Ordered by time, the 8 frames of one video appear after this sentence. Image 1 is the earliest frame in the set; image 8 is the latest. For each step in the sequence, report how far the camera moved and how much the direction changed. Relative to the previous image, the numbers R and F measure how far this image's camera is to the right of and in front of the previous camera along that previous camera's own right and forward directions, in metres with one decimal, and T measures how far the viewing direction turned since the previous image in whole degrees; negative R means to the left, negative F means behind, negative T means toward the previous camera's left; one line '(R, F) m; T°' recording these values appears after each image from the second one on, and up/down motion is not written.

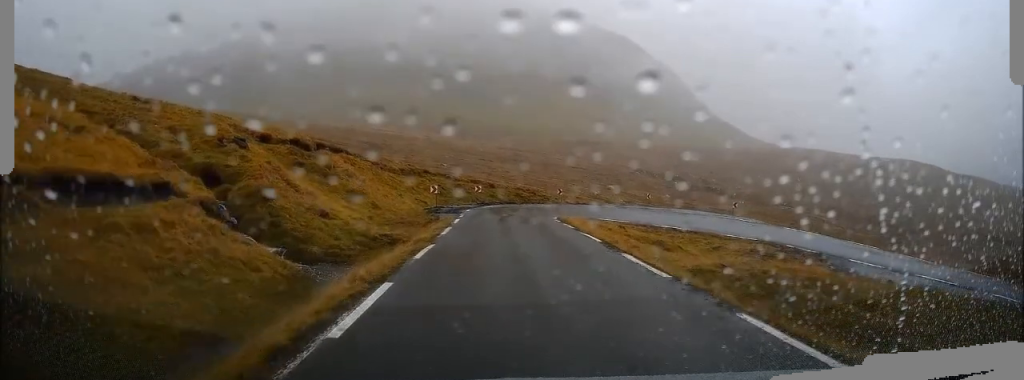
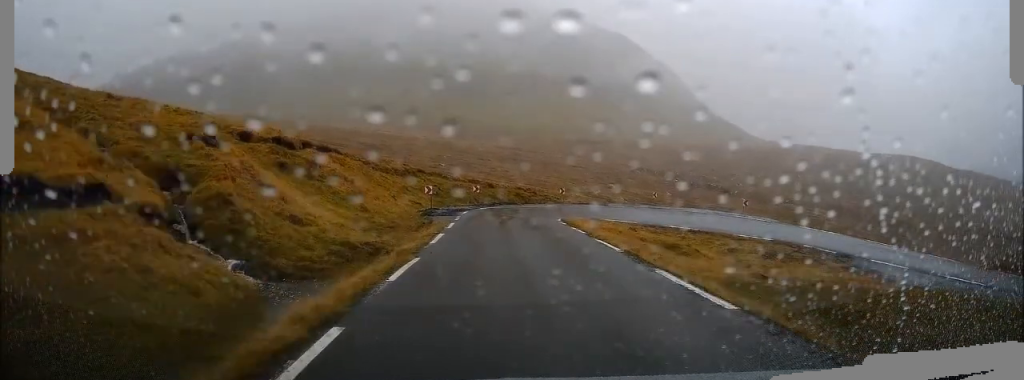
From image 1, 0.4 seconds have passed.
(0.0, +2.6) m; 0°
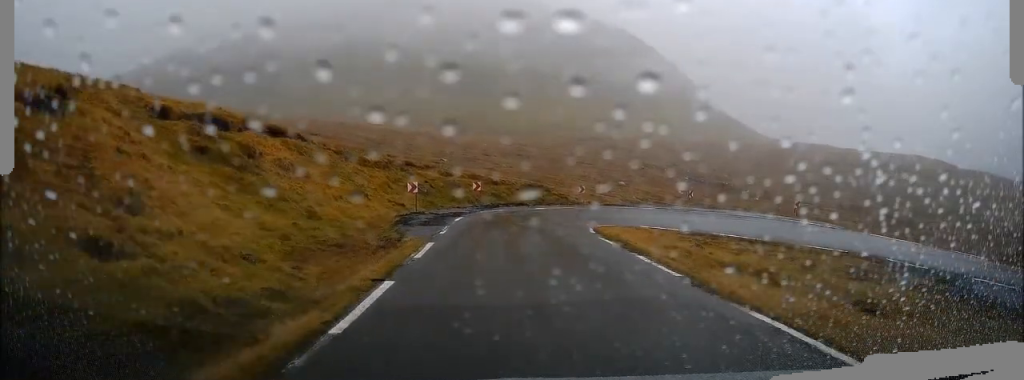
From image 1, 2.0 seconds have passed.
(0.0, +8.5) m; 0°
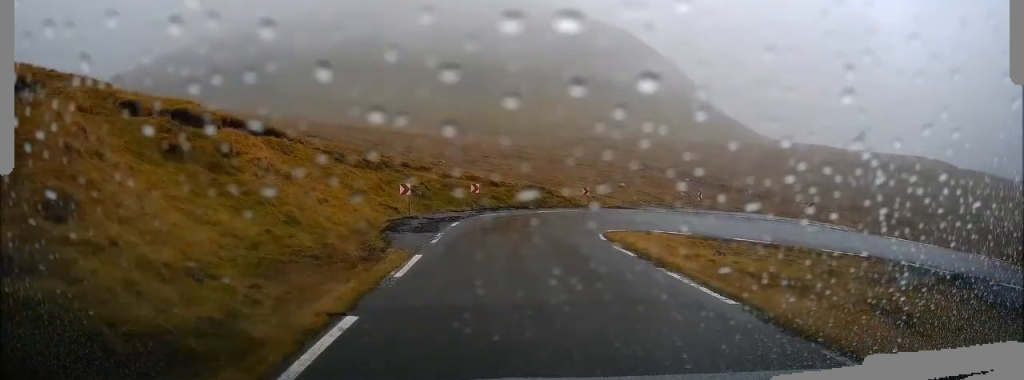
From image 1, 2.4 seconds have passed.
(0.0, +2.0) m; 0°
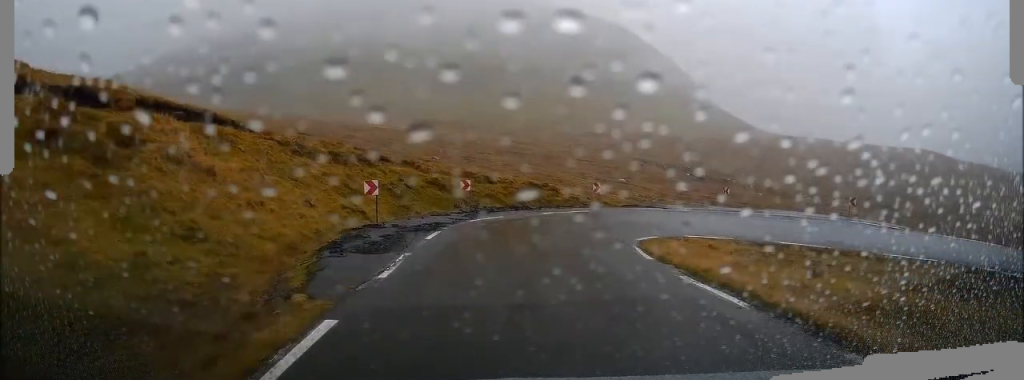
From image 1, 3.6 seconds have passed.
(0.0, +5.3) m; -2°
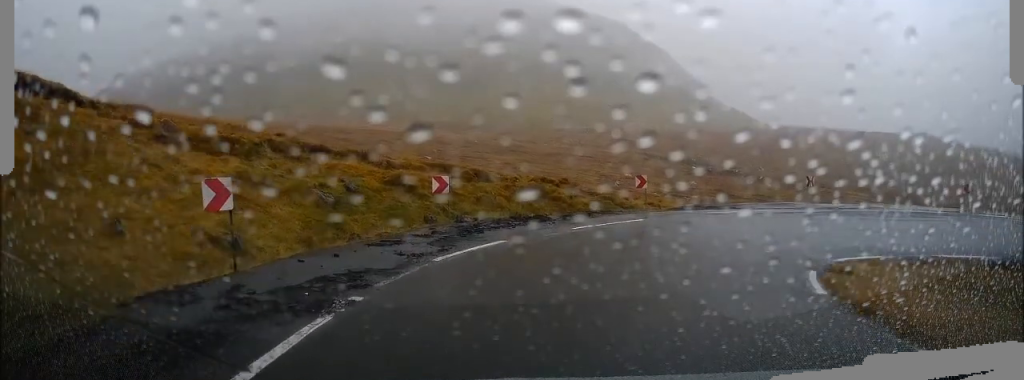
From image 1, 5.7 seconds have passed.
(-0.3, +11.9) m; 0°
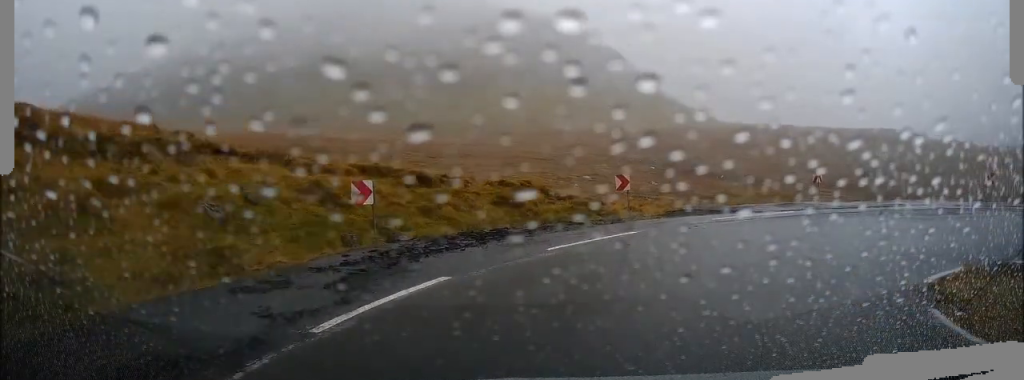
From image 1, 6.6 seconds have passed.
(+0.1, +5.0) m; +4°
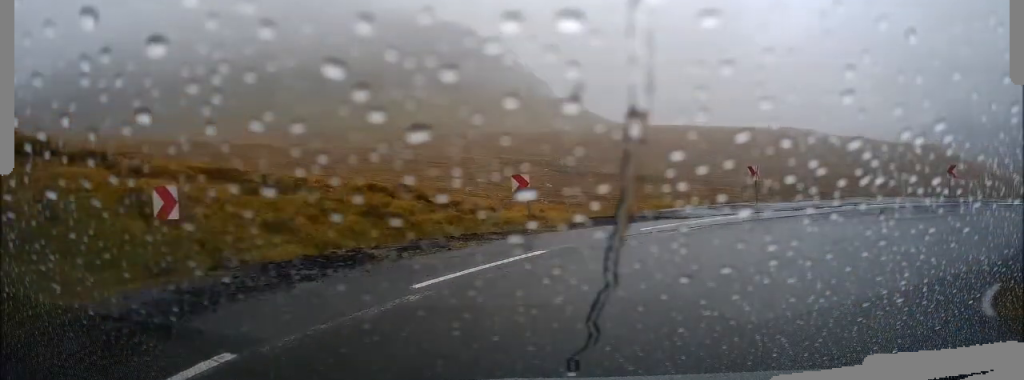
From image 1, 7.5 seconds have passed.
(+0.1, +4.2) m; +7°
